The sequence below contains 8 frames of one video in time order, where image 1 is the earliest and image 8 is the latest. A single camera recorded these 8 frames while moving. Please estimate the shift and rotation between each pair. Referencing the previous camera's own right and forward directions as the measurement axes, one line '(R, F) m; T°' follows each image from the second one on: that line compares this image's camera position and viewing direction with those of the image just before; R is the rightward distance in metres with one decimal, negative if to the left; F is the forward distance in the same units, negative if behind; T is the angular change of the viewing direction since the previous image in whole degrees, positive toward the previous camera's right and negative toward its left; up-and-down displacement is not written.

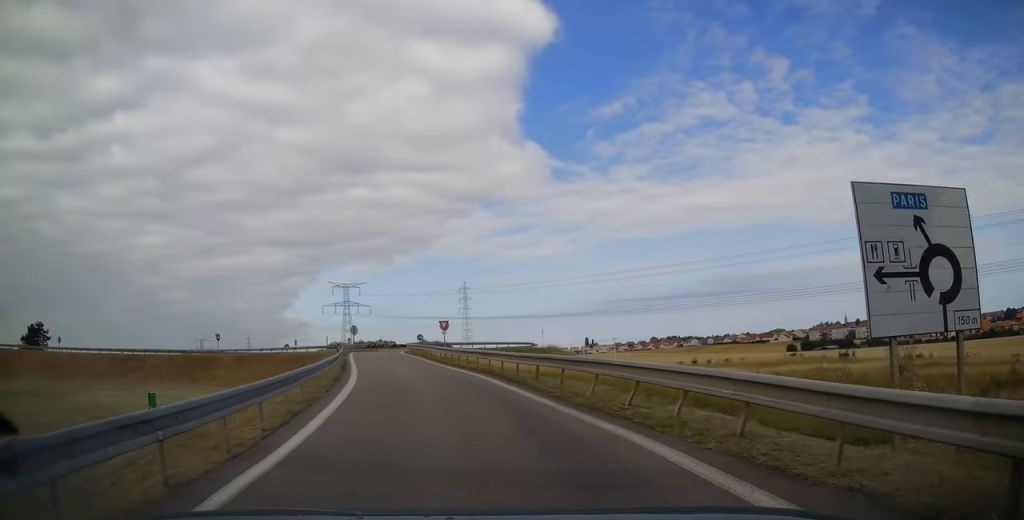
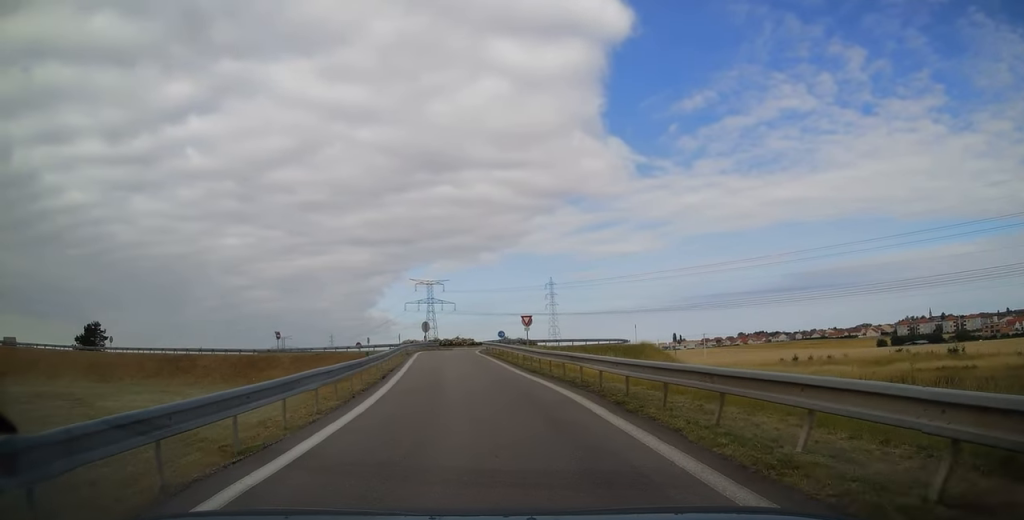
(-0.7, +6.7) m; -7°
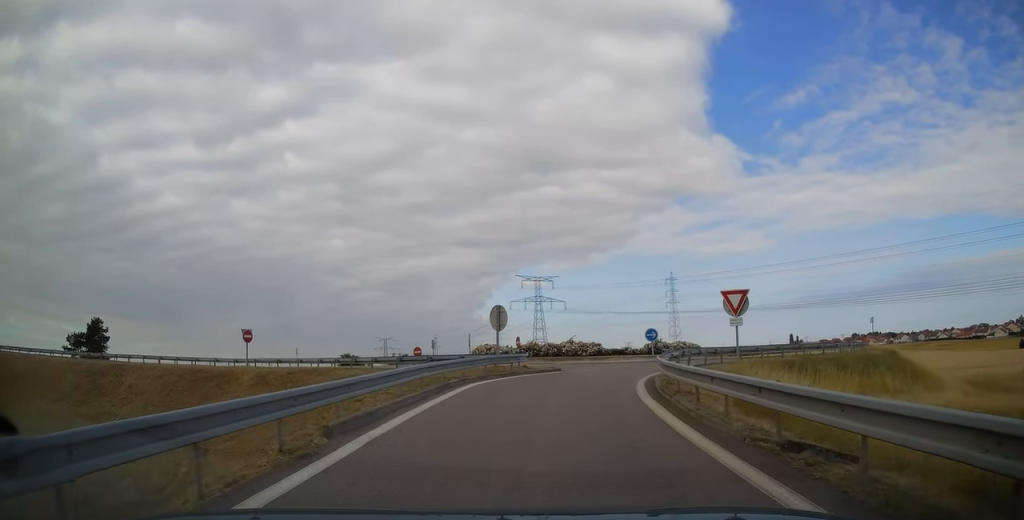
(-6.2, +31.4) m; -15°
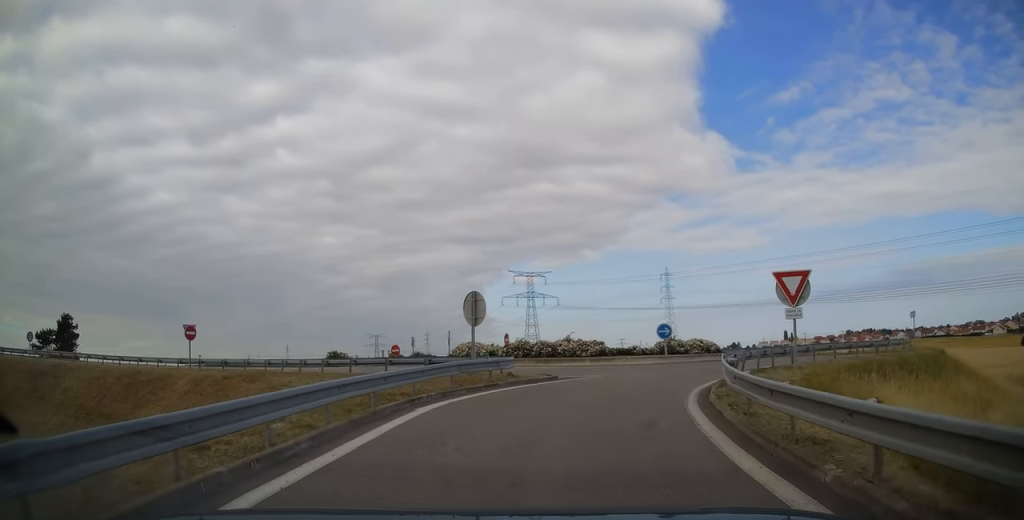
(-0.1, +6.5) m; +1°
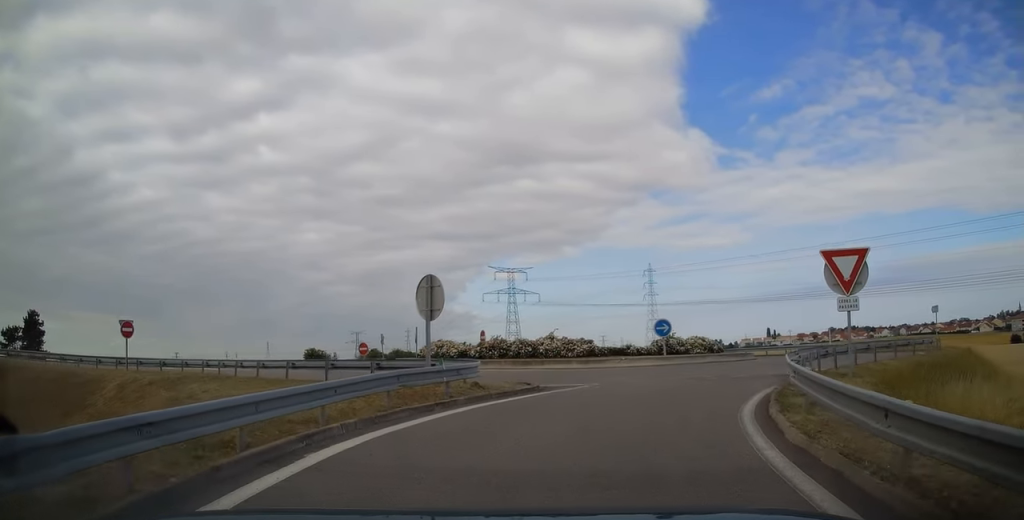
(+0.2, +4.4) m; +2°
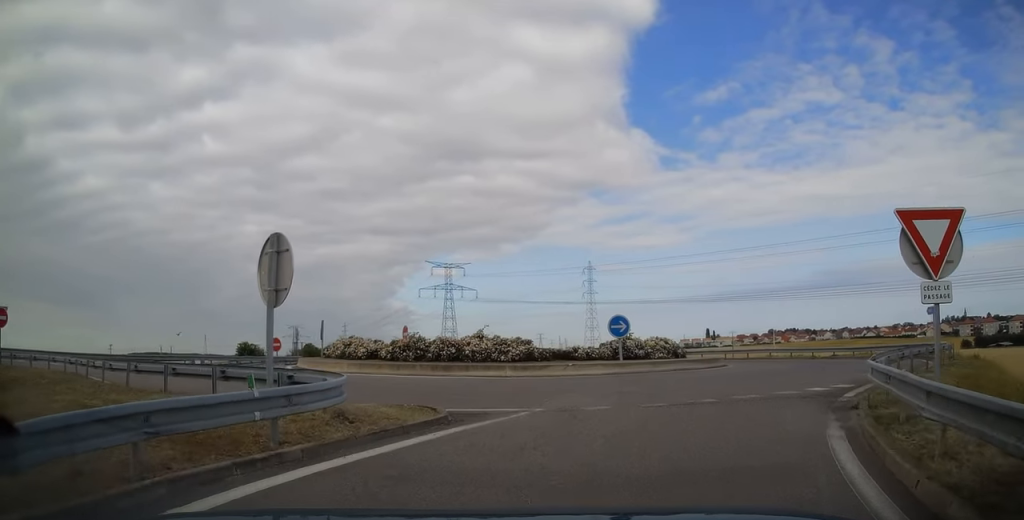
(+0.1, +5.9) m; +5°
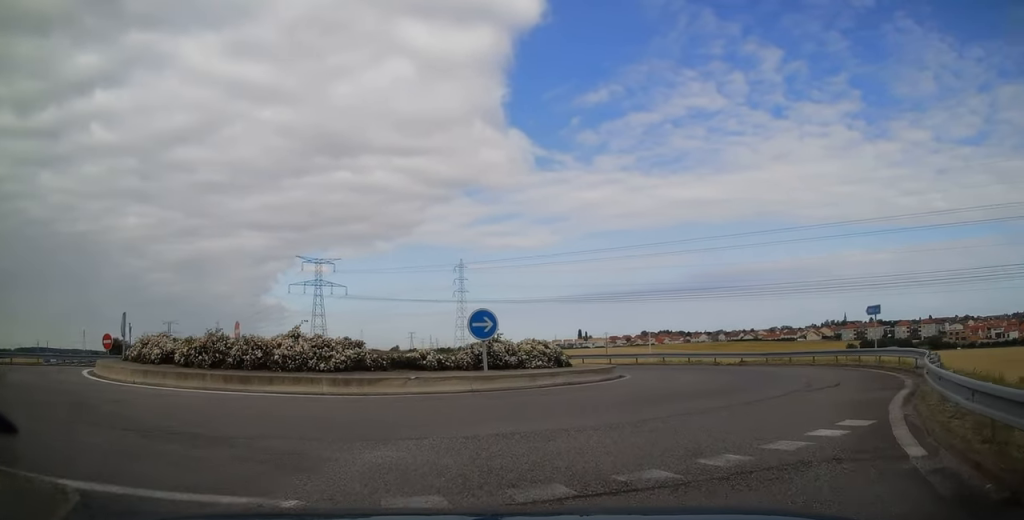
(+0.2, +6.4) m; +10°
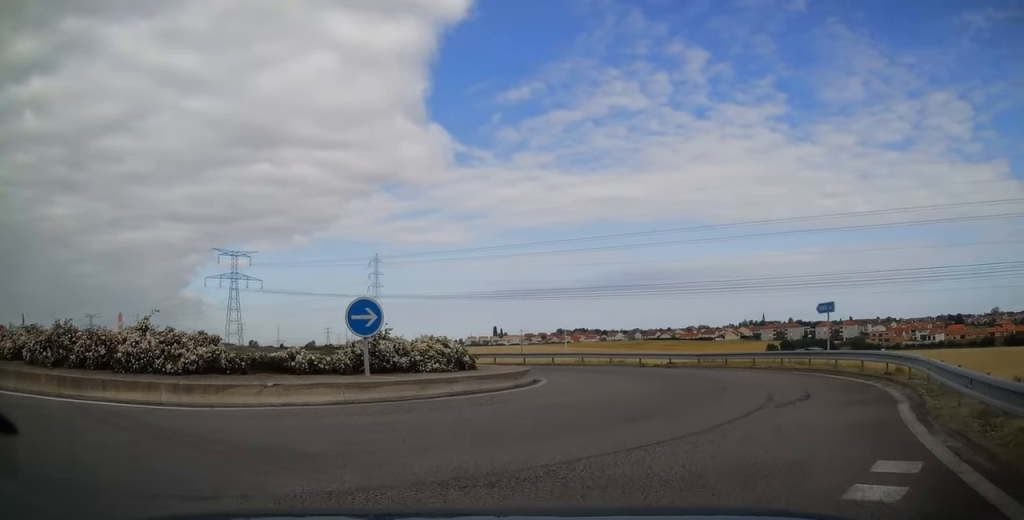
(+0.4, +3.1) m; +9°
